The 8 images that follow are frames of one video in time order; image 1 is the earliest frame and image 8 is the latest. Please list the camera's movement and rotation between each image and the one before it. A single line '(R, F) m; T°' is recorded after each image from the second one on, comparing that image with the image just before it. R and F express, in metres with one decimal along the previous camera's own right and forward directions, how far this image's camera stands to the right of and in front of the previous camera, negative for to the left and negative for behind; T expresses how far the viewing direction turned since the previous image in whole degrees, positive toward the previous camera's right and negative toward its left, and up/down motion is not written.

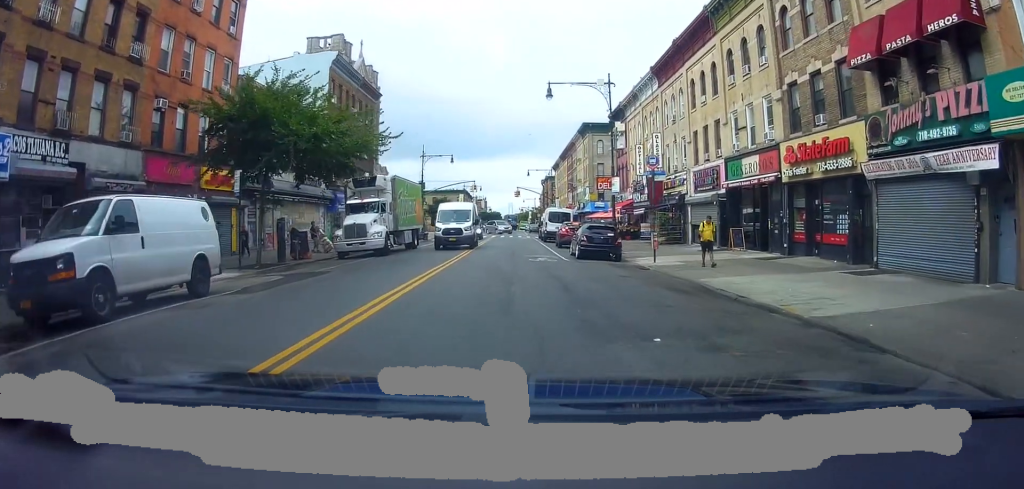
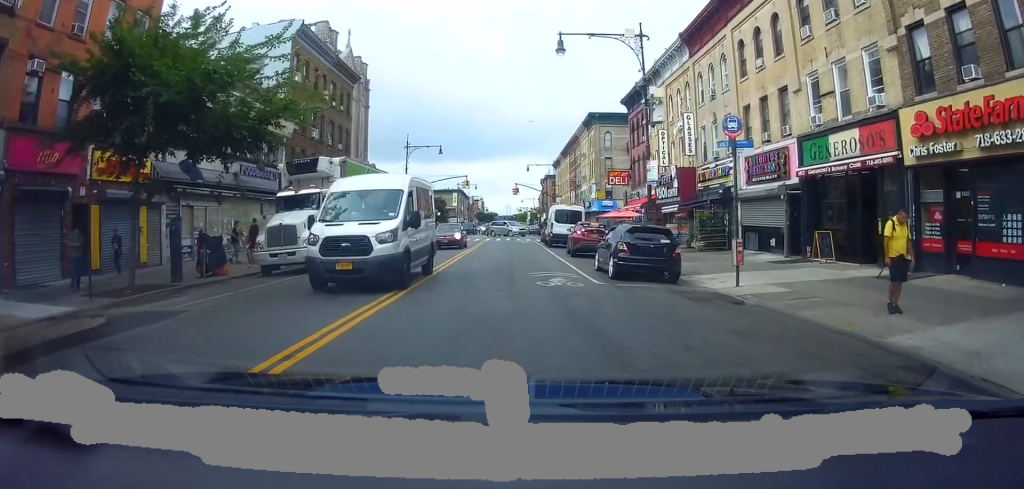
(0.0, +7.6) m; 0°
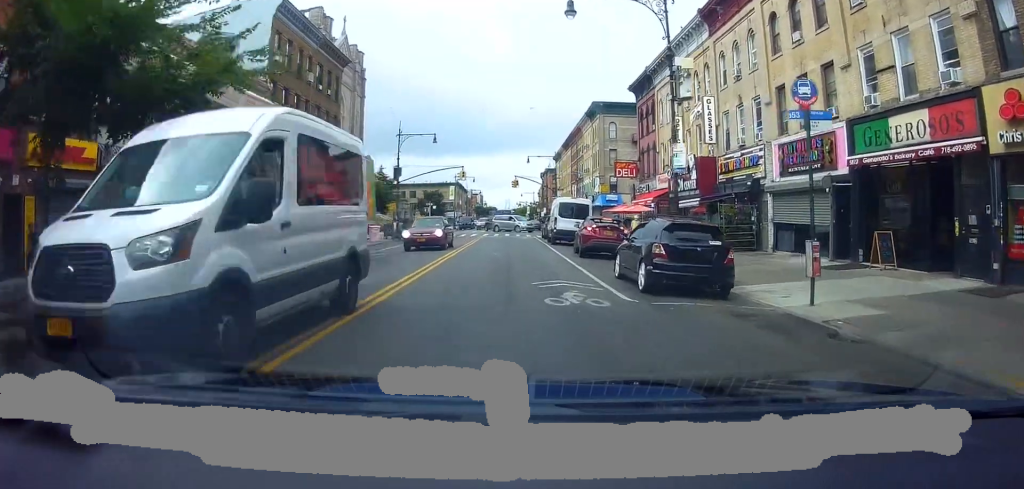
(0.0, +3.3) m; 0°
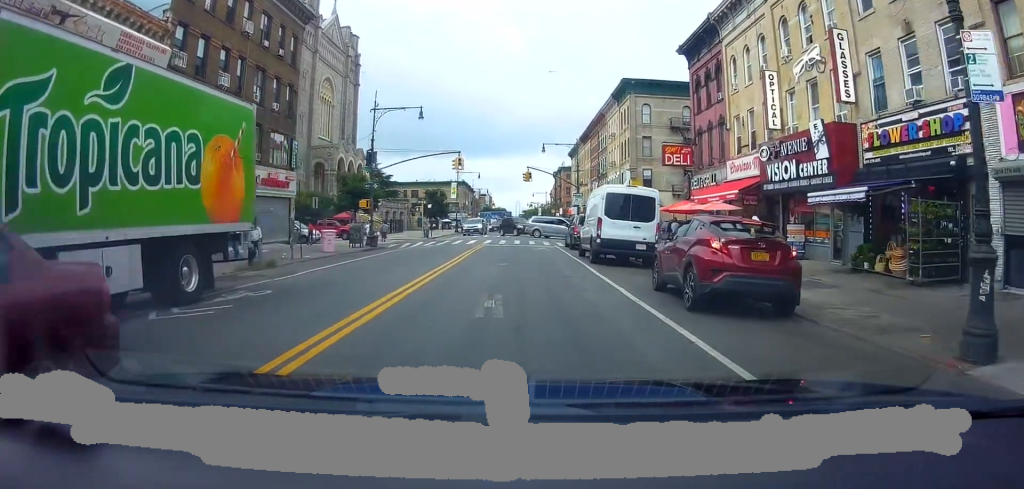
(0.0, +11.7) m; +4°
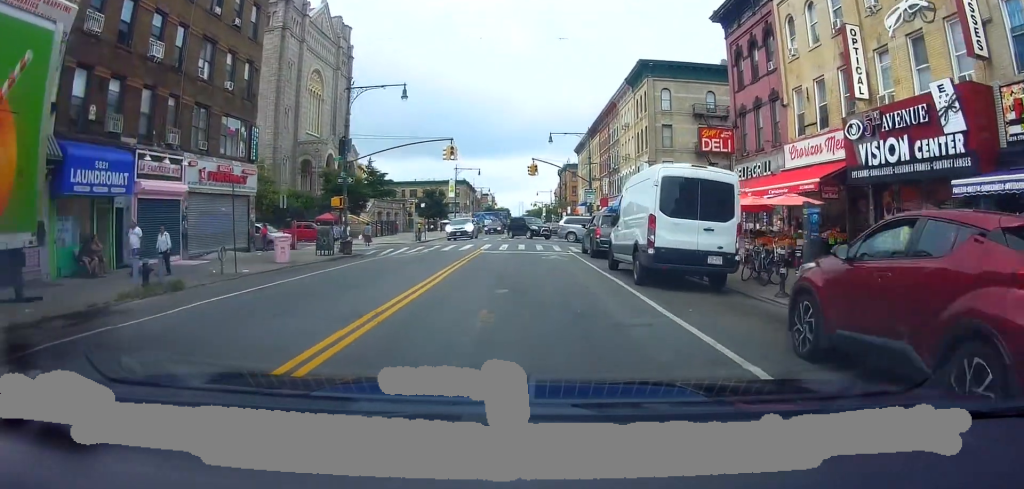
(+0.4, +6.3) m; +3°
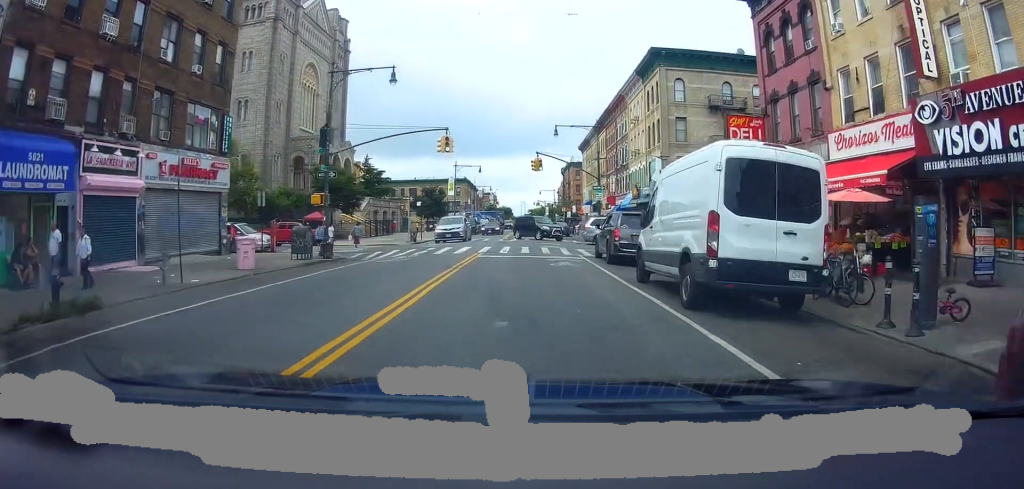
(+0.1, +3.4) m; +1°
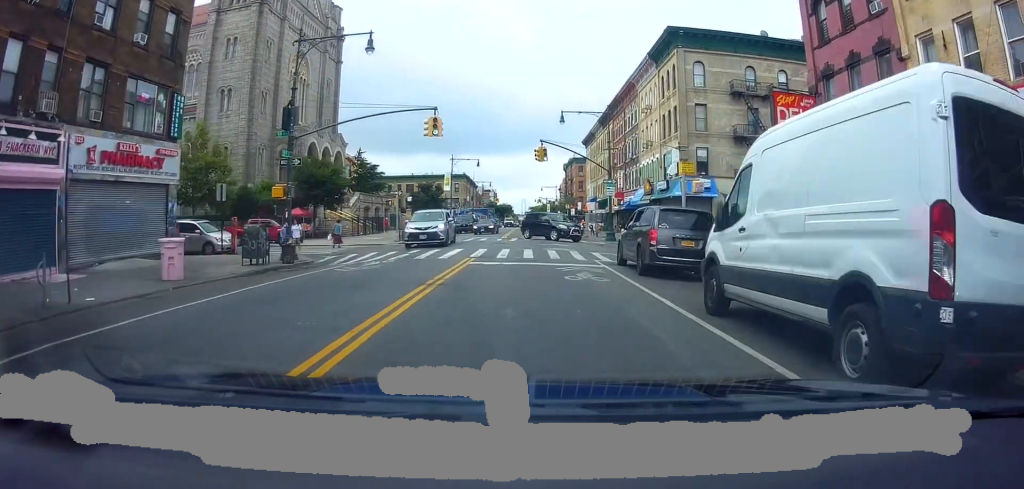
(0.0, +4.7) m; -2°
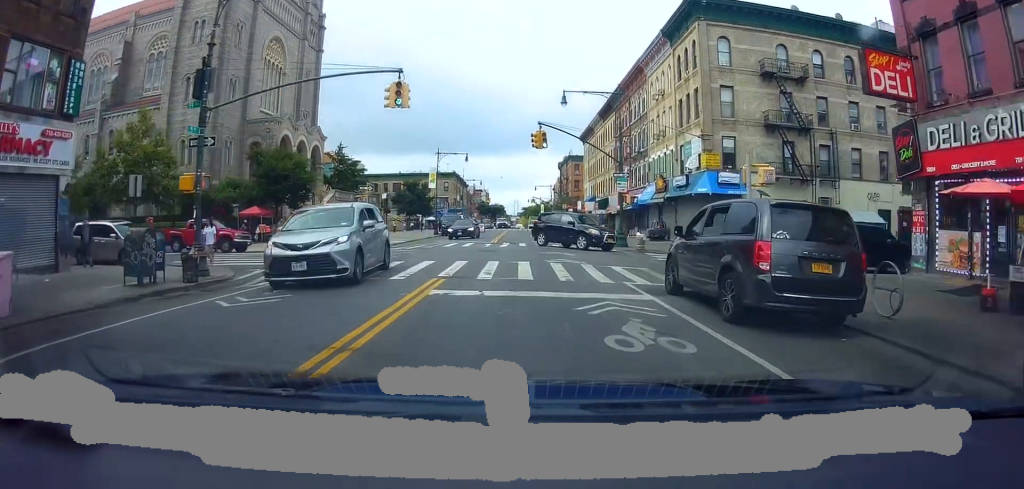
(-0.3, +6.6) m; -4°
